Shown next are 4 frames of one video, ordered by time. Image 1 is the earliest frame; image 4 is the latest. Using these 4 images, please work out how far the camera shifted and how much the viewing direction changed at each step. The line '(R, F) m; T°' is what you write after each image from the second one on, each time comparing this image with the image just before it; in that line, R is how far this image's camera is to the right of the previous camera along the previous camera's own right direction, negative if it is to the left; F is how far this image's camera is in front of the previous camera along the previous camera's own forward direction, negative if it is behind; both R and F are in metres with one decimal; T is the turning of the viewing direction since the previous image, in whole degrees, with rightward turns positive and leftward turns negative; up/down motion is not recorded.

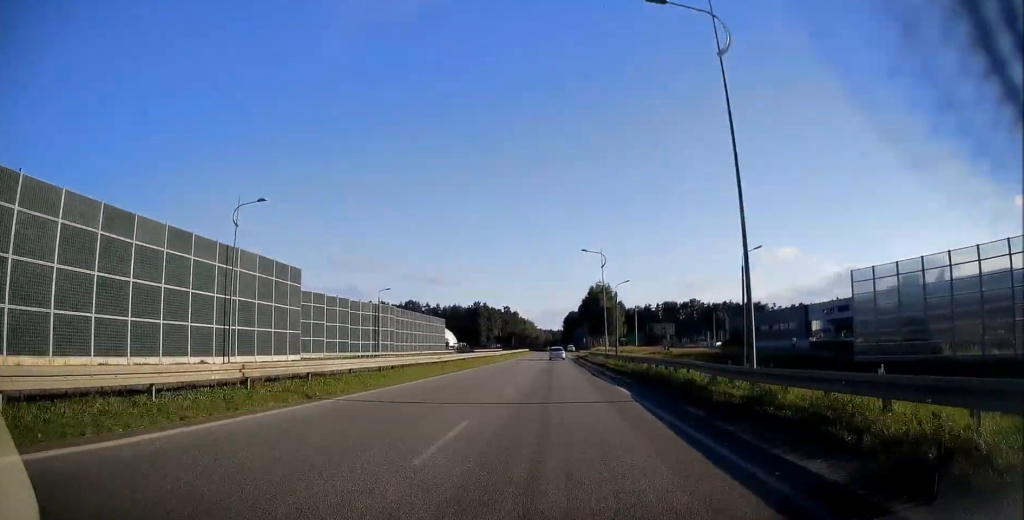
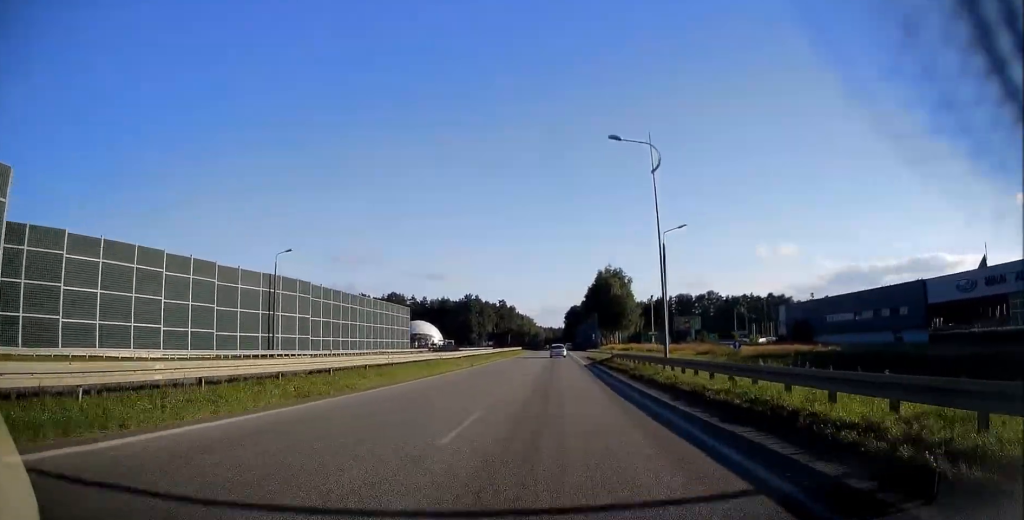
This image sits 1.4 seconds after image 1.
(-0.1, +33.9) m; 0°
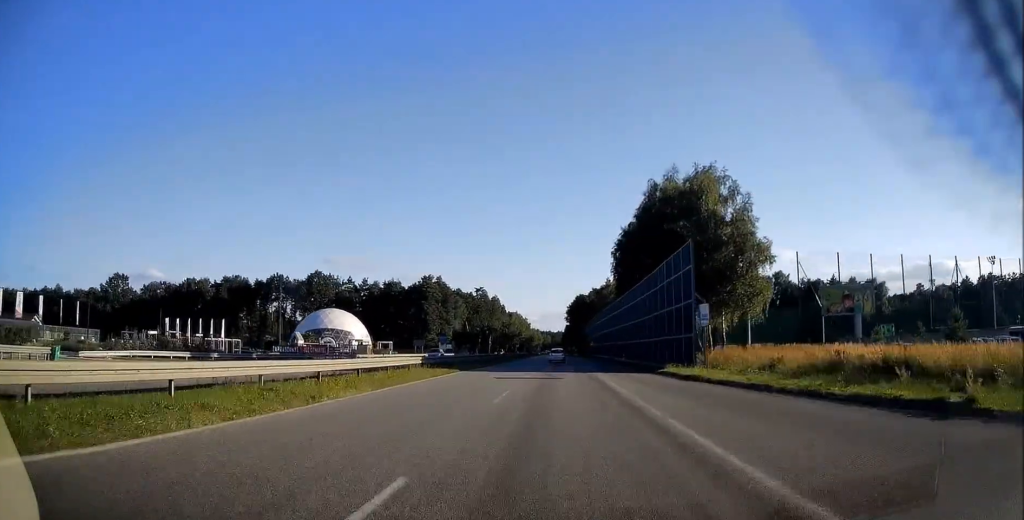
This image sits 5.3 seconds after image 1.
(0.0, +92.5) m; 0°
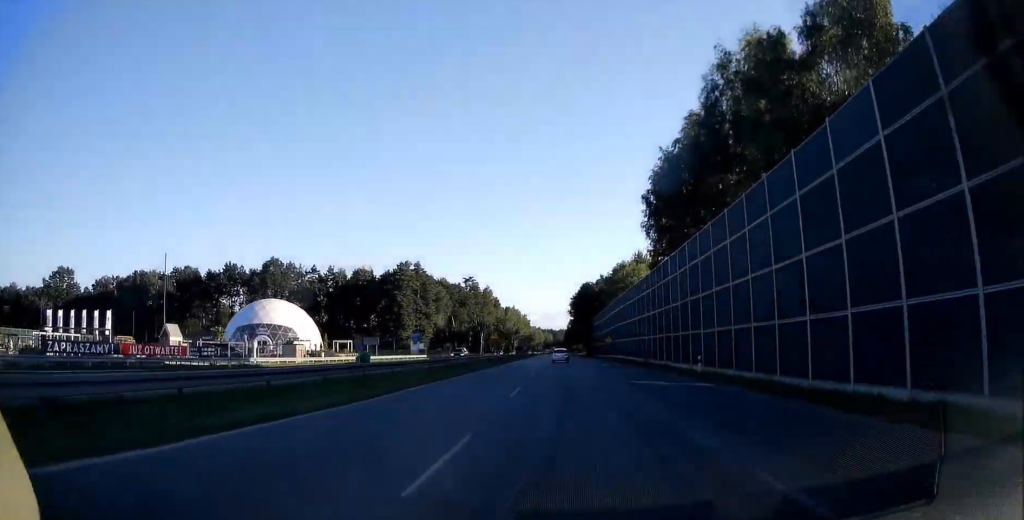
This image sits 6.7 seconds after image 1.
(0.0, +37.9) m; 0°
